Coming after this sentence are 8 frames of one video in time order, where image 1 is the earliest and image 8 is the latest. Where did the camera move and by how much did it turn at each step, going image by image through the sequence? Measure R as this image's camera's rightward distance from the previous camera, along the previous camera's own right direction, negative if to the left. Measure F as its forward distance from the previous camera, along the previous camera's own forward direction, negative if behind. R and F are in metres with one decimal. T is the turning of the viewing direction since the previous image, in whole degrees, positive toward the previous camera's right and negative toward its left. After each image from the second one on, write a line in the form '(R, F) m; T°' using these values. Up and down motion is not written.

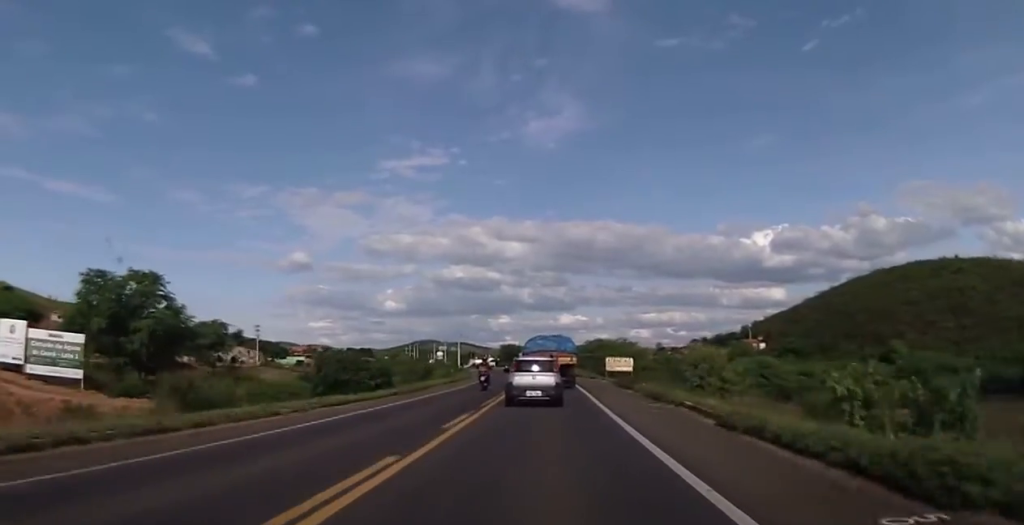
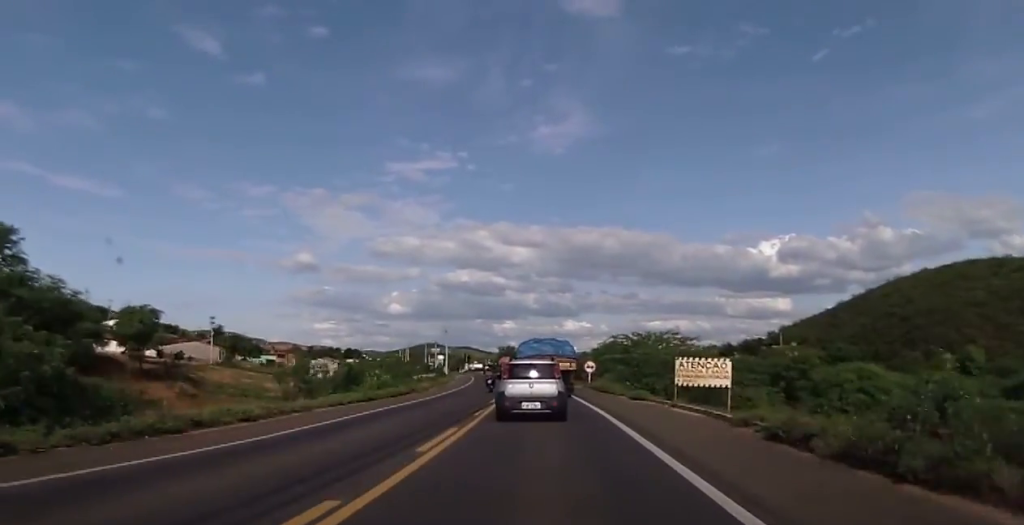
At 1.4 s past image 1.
(-0.1, +27.8) m; 0°
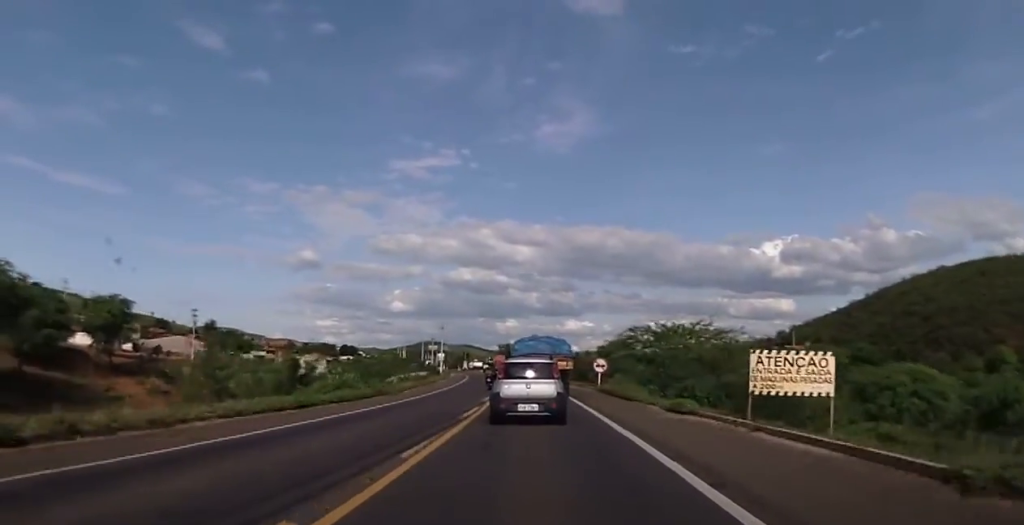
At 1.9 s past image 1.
(+0.1, +9.4) m; 0°
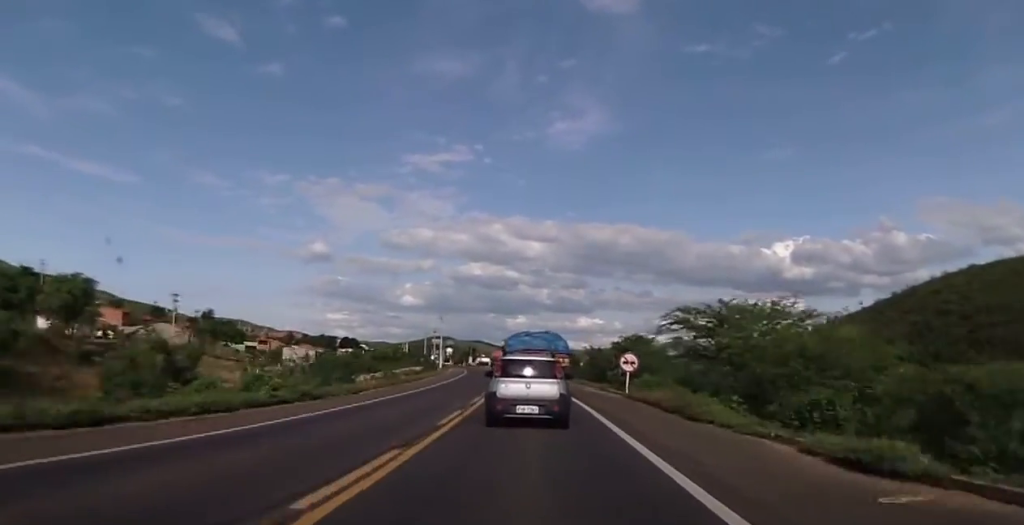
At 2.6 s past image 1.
(-0.1, +12.1) m; -1°
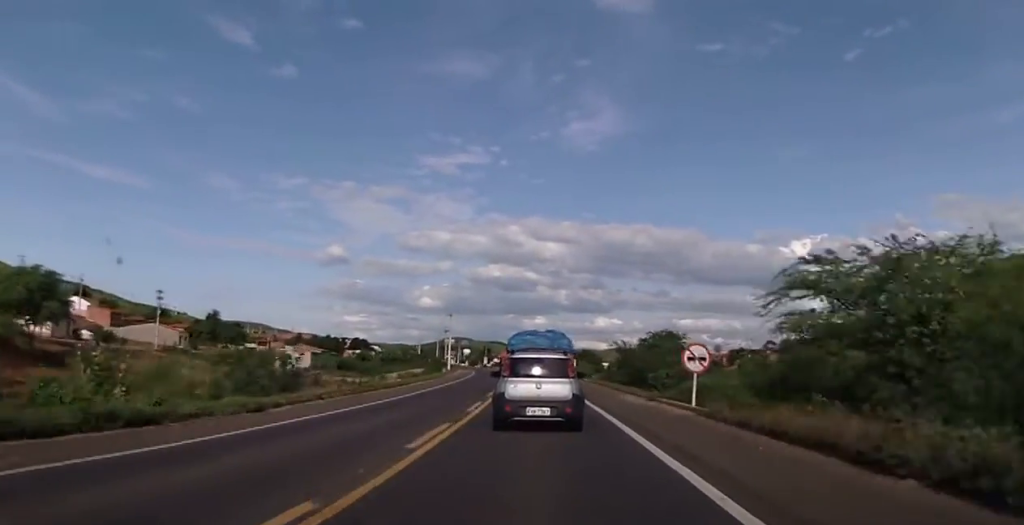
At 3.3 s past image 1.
(-0.1, +12.3) m; -1°
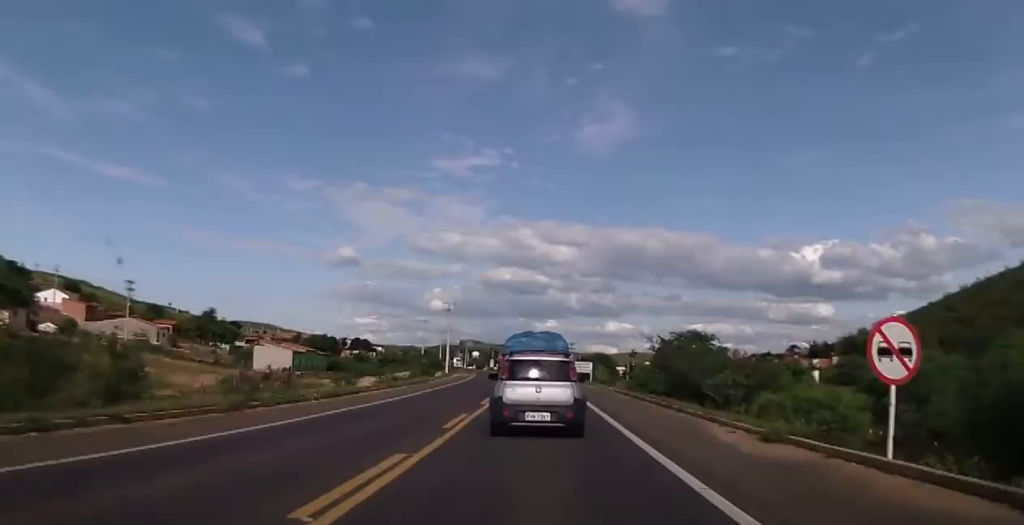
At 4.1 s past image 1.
(-0.1, +13.1) m; -1°
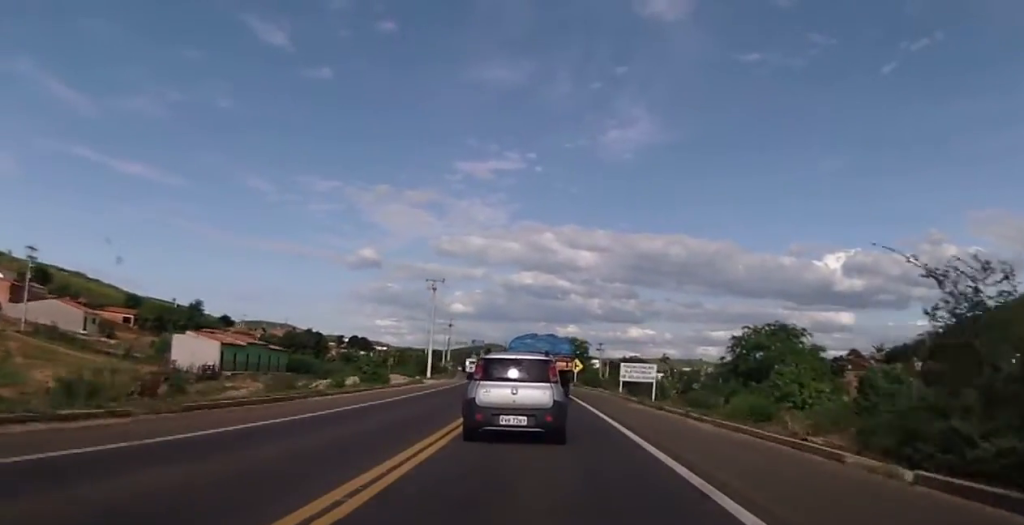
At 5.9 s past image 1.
(-1.2, +29.7) m; -3°
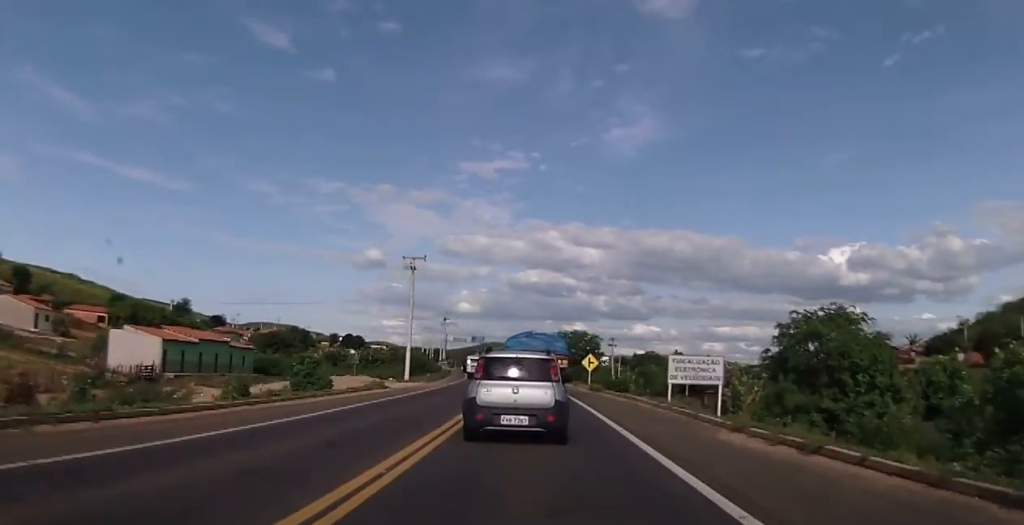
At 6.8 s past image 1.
(+0.3, +13.3) m; +1°
